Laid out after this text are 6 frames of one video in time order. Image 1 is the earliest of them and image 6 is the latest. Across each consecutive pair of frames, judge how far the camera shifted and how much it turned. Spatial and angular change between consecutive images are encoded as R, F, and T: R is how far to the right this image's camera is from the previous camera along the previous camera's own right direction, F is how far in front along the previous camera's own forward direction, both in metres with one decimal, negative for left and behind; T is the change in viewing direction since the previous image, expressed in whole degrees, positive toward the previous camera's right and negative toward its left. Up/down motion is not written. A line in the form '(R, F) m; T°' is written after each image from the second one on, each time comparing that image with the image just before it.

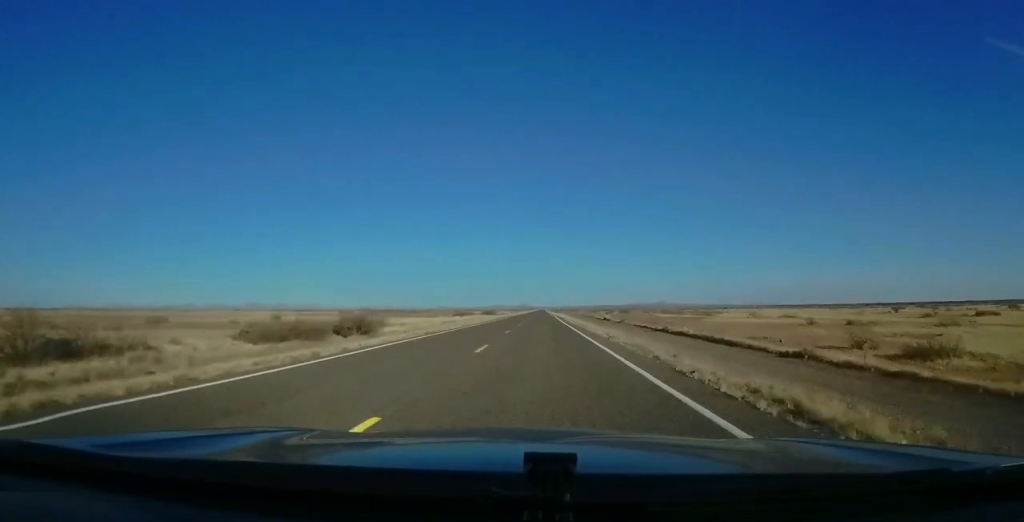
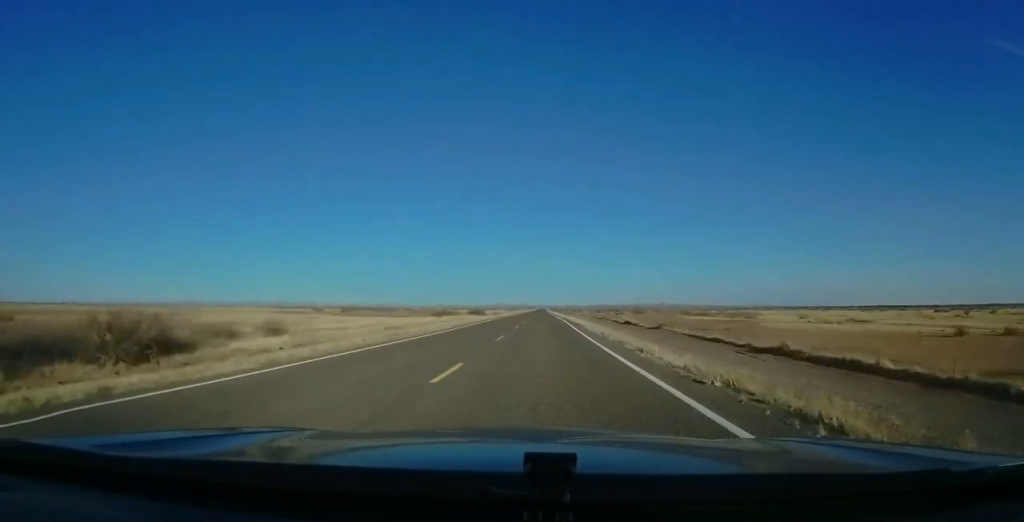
(+0.4, +30.8) m; +1°
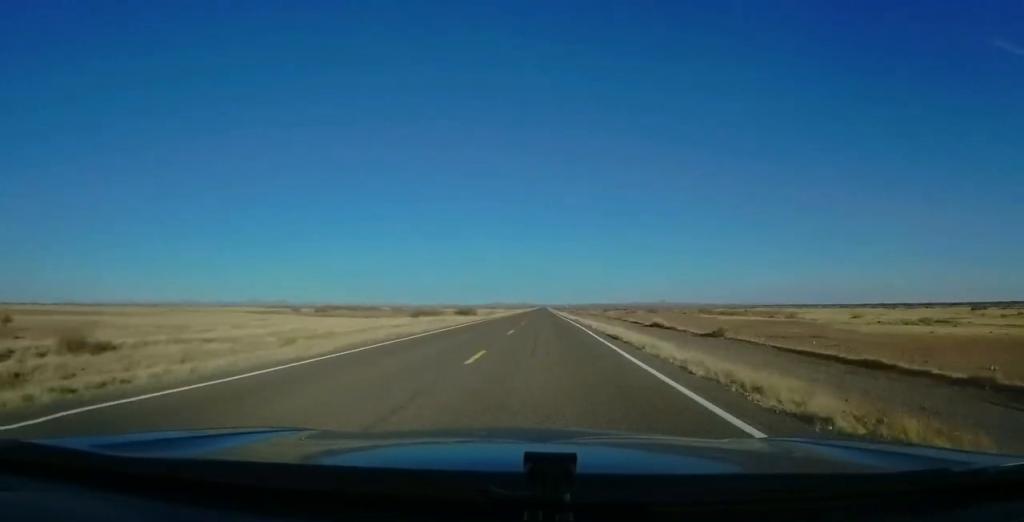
(0.0, +21.8) m; 0°
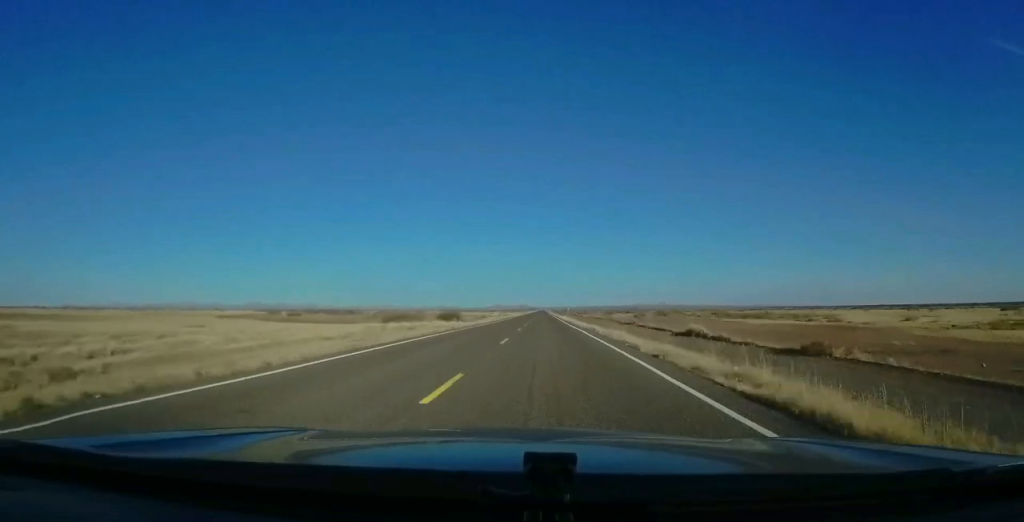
(-0.2, +16.9) m; -1°
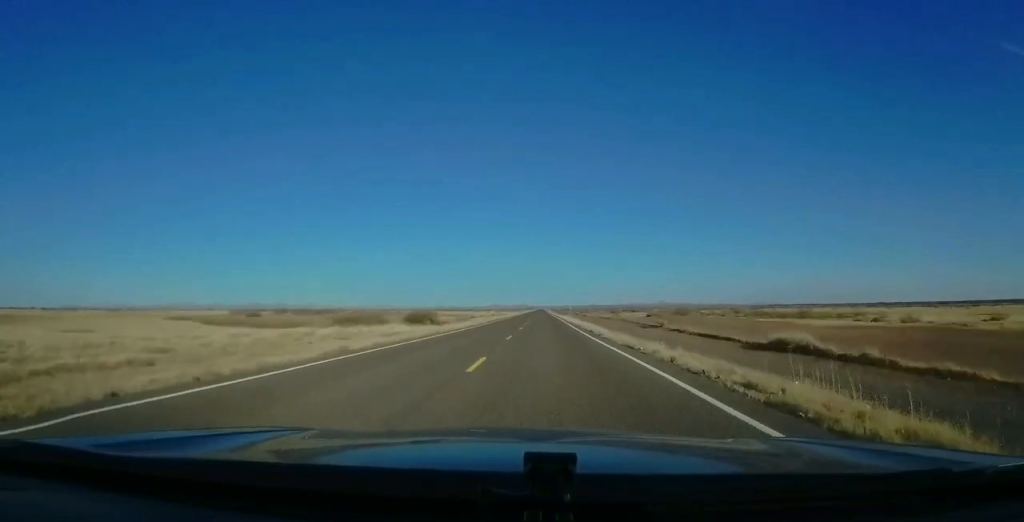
(0.0, +20.7) m; 0°
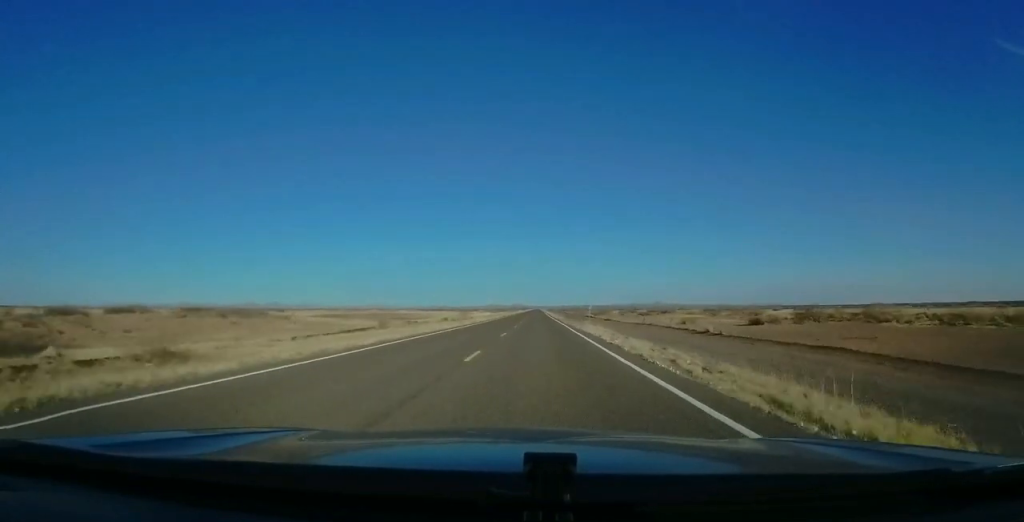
(+1.0, +71.4) m; +2°
